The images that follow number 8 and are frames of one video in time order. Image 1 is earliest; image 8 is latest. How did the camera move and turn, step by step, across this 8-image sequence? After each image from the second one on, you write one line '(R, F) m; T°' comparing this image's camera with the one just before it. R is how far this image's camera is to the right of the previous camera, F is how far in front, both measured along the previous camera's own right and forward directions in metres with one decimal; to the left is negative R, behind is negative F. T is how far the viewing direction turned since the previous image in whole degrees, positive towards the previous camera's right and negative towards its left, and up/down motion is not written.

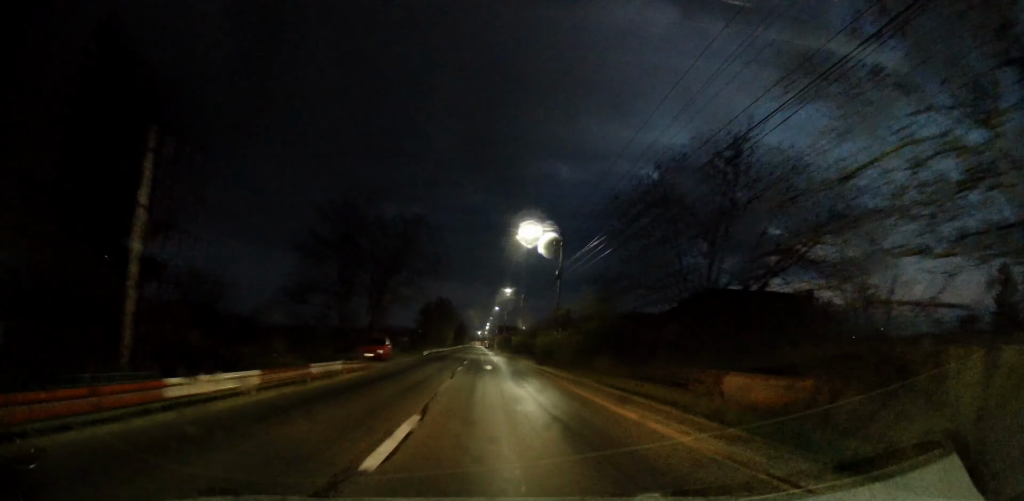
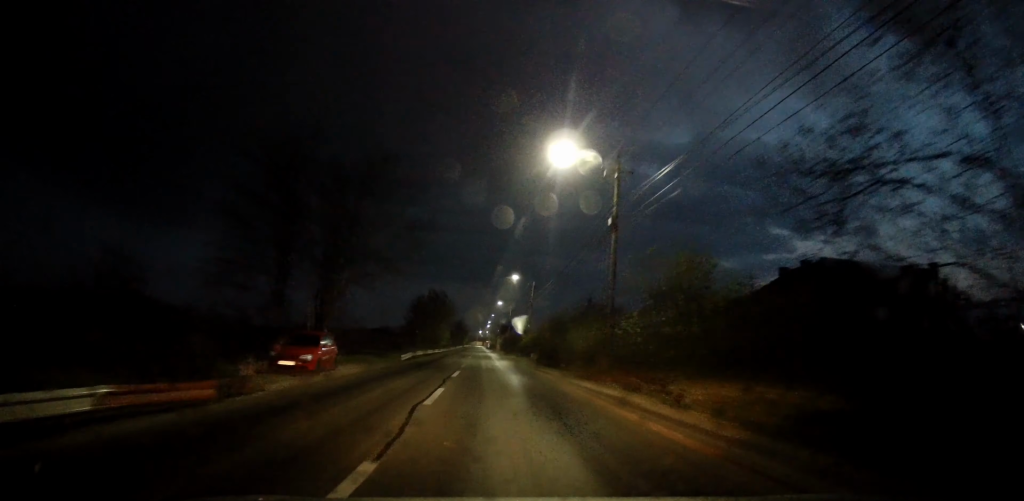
(-0.3, +12.9) m; 0°
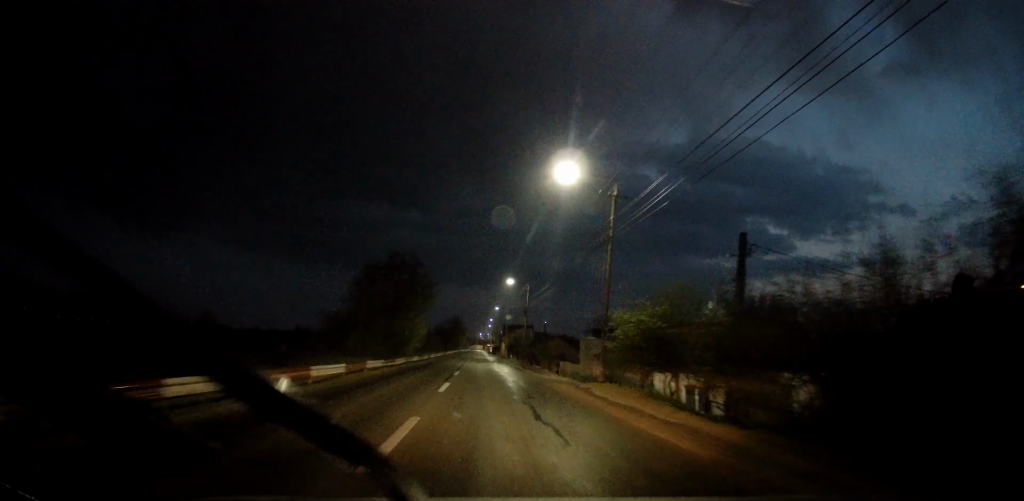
(+0.3, +32.9) m; +1°
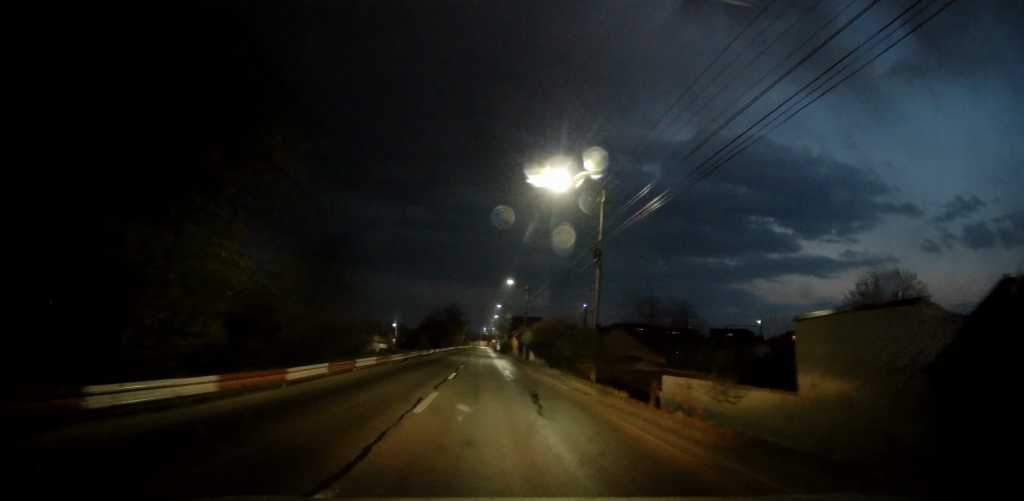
(0.0, +32.5) m; -1°
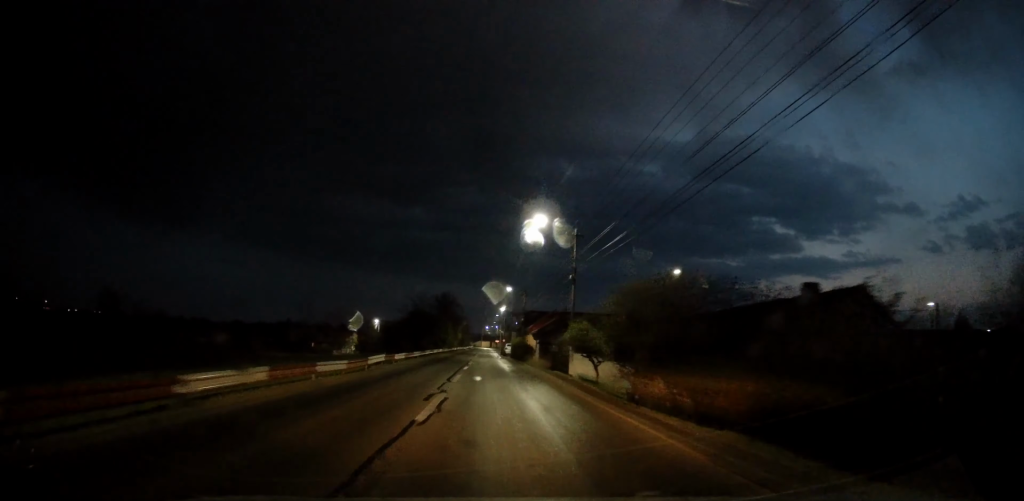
(-0.4, +28.5) m; 0°
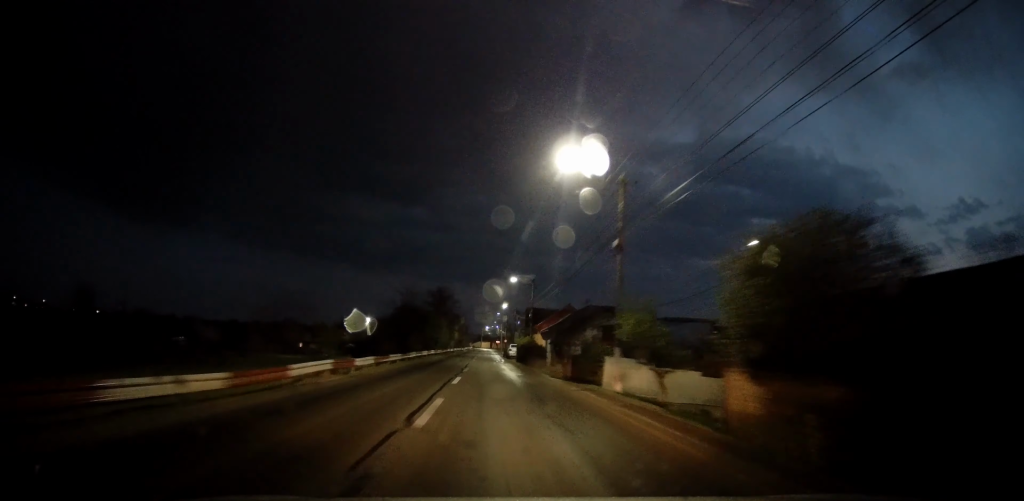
(0.0, +9.8) m; 0°
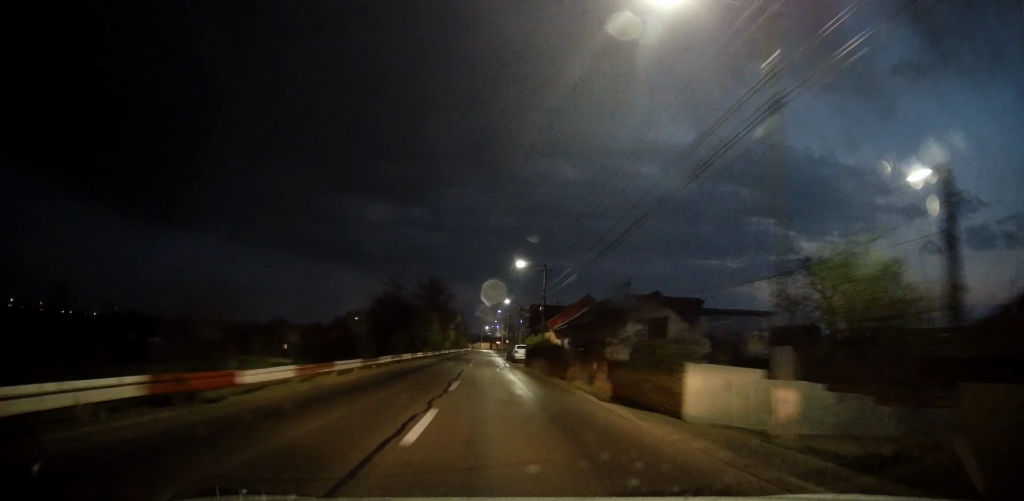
(+0.1, +10.5) m; 0°
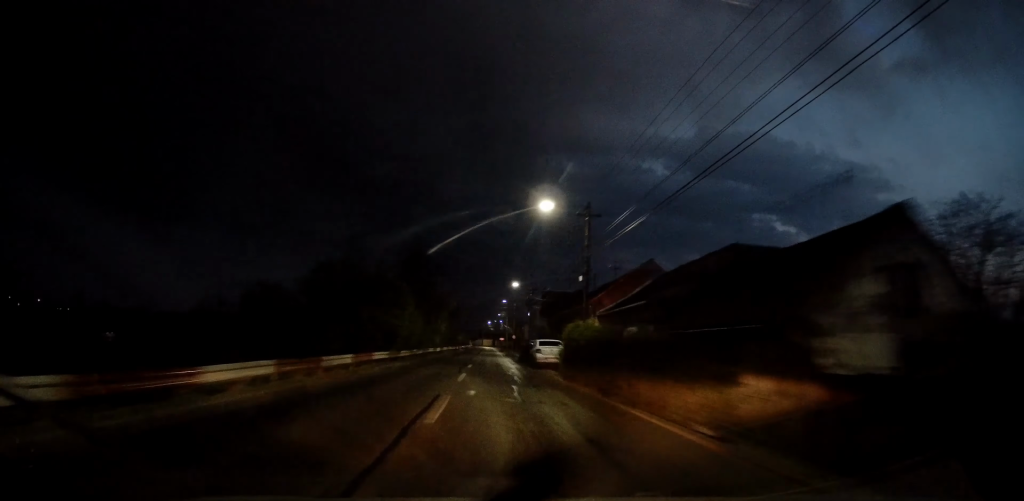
(+0.1, +16.7) m; 0°
